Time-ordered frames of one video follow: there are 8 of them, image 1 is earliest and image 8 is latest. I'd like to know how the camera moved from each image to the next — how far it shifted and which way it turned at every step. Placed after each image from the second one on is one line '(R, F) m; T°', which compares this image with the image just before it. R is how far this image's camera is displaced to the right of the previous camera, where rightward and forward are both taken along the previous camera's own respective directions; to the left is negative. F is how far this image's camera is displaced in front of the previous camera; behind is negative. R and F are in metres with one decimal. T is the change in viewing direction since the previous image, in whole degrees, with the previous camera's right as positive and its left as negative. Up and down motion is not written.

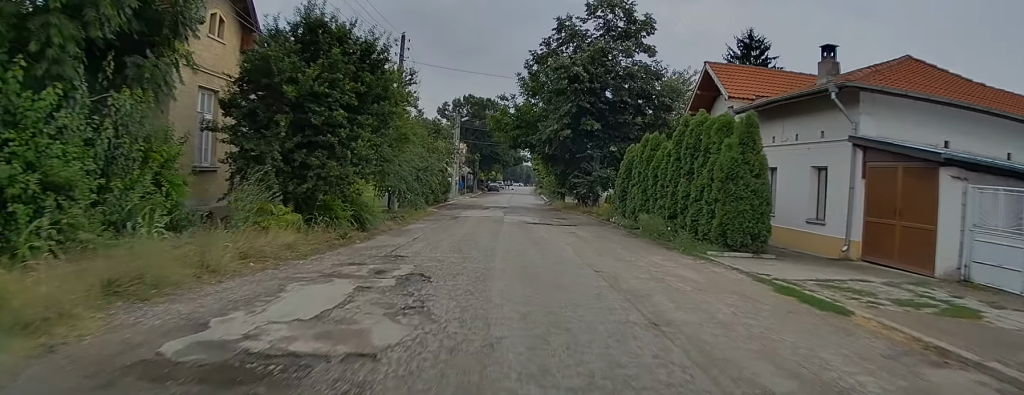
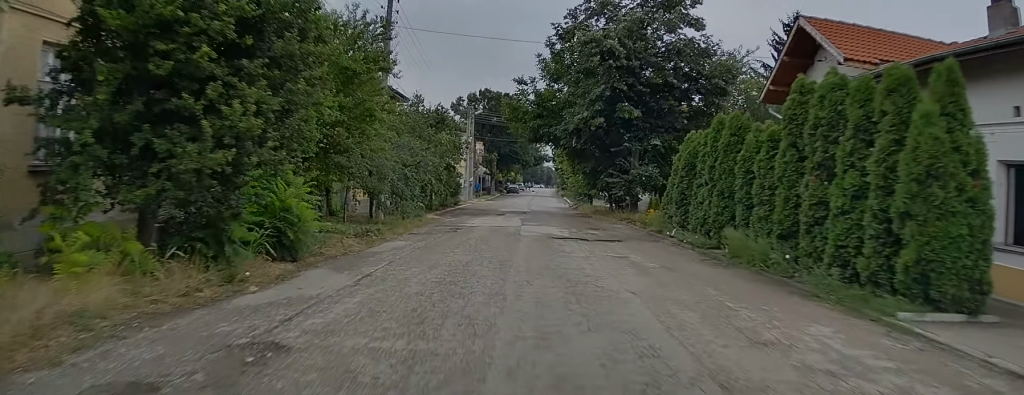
(0.0, +6.8) m; 0°
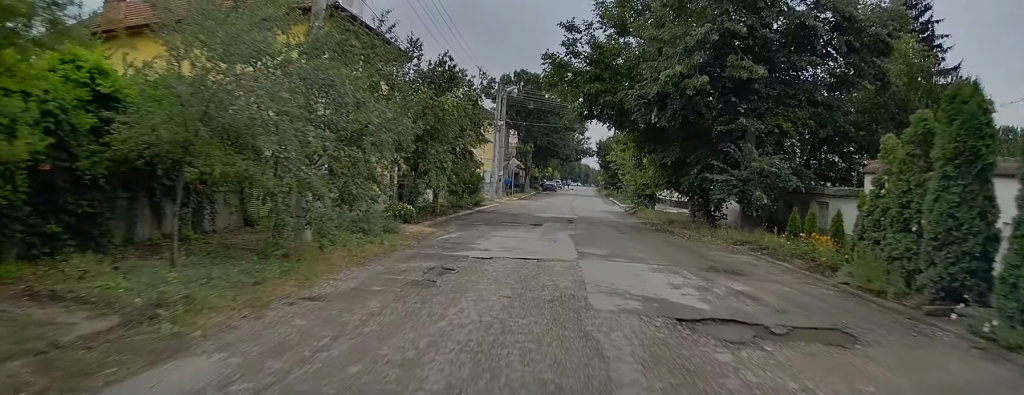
(0.0, +11.6) m; 0°
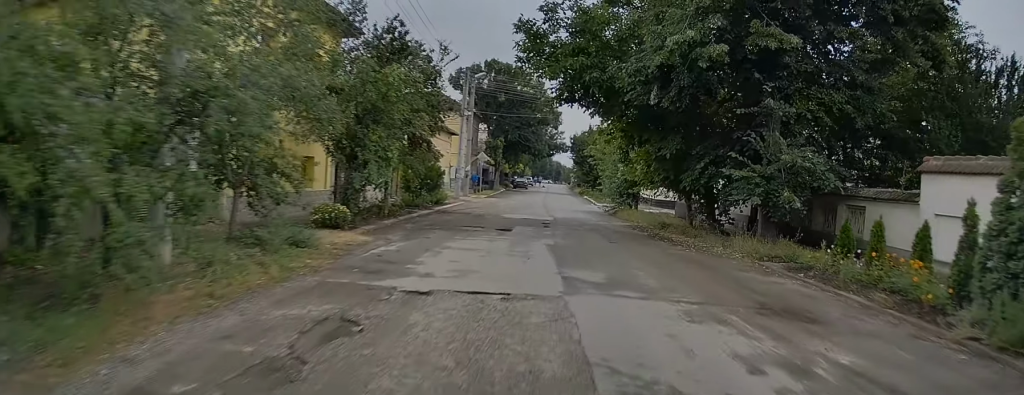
(0.0, +4.3) m; 0°
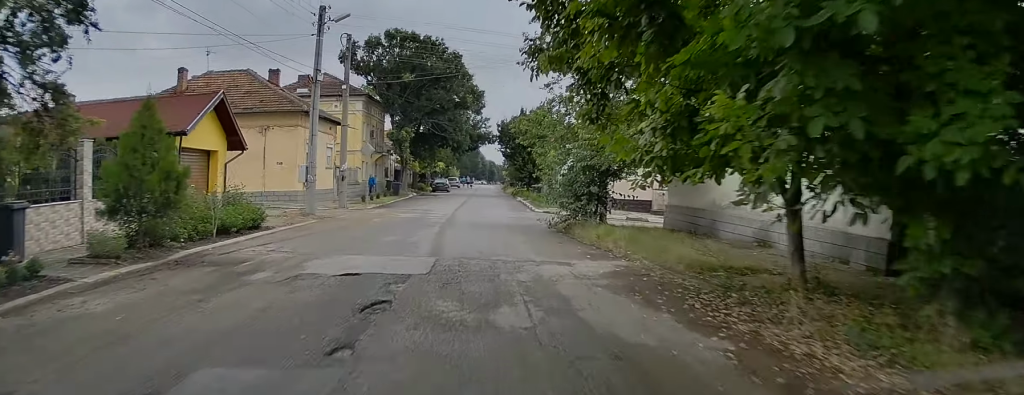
(+0.4, +15.8) m; +3°
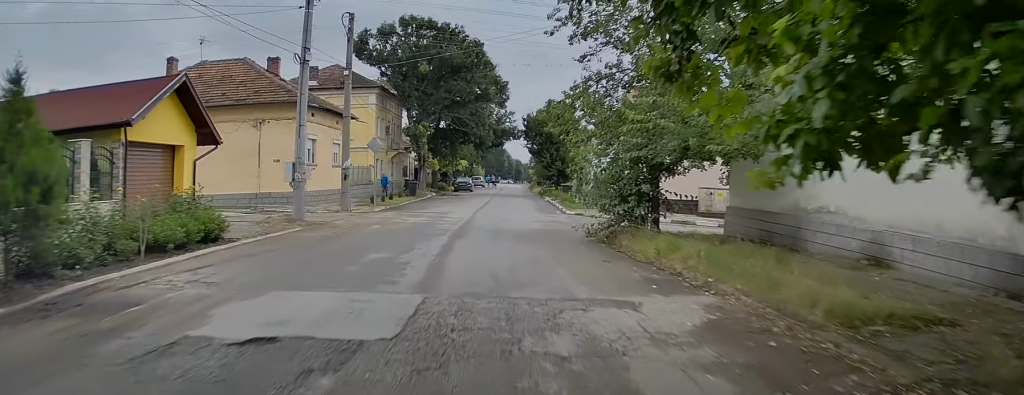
(+0.2, +4.2) m; 0°
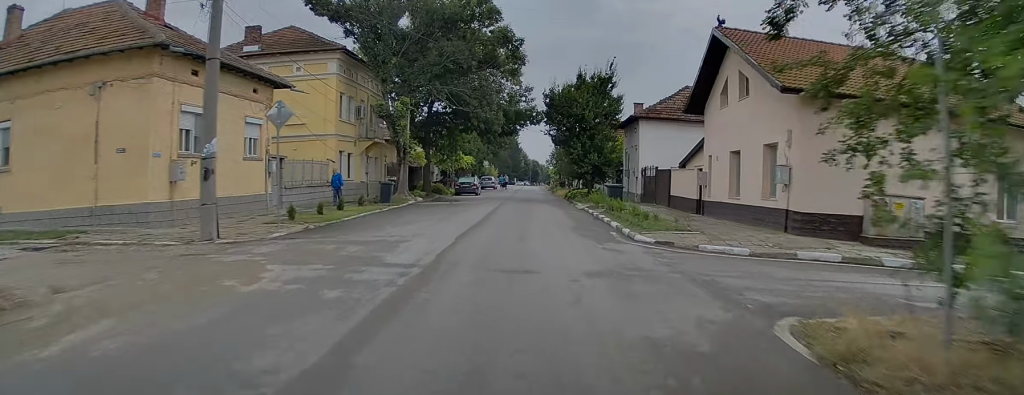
(-0.6, +14.6) m; -3°
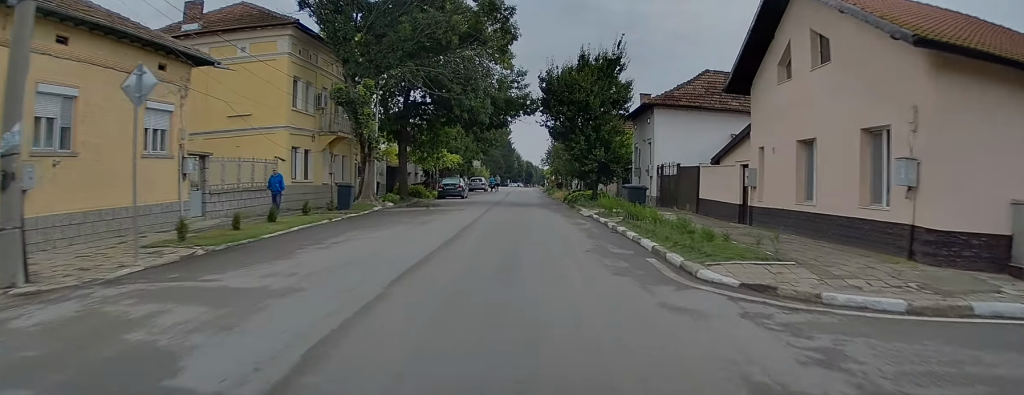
(0.0, +6.6) m; 0°
